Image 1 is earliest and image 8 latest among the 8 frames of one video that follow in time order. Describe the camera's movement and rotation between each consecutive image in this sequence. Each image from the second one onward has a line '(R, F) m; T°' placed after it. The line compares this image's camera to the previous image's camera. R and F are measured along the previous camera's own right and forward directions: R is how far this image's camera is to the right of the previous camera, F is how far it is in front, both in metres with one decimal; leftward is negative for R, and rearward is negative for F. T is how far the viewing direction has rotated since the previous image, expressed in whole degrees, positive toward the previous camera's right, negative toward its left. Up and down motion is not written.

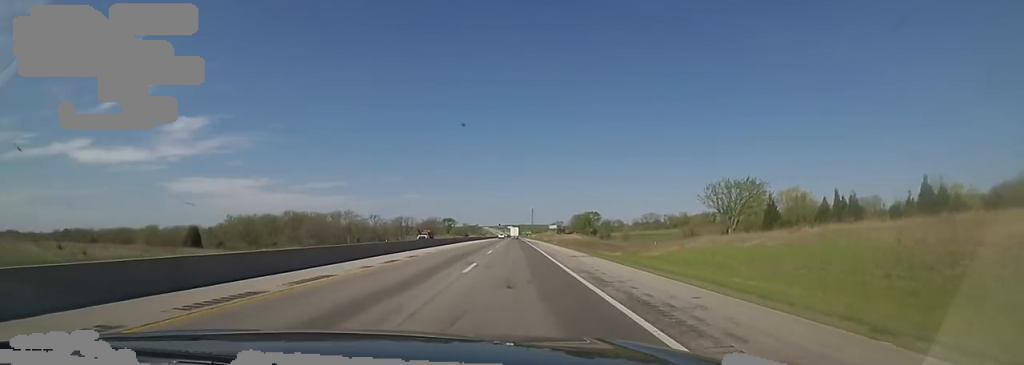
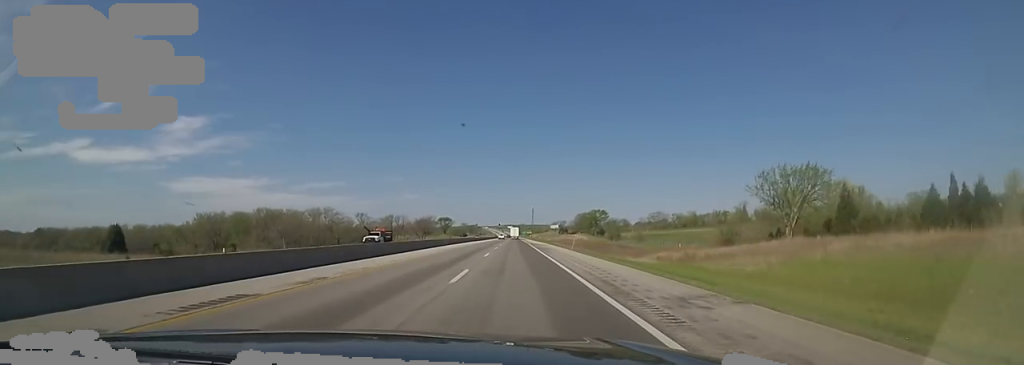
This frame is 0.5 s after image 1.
(0.0, +18.7) m; 0°
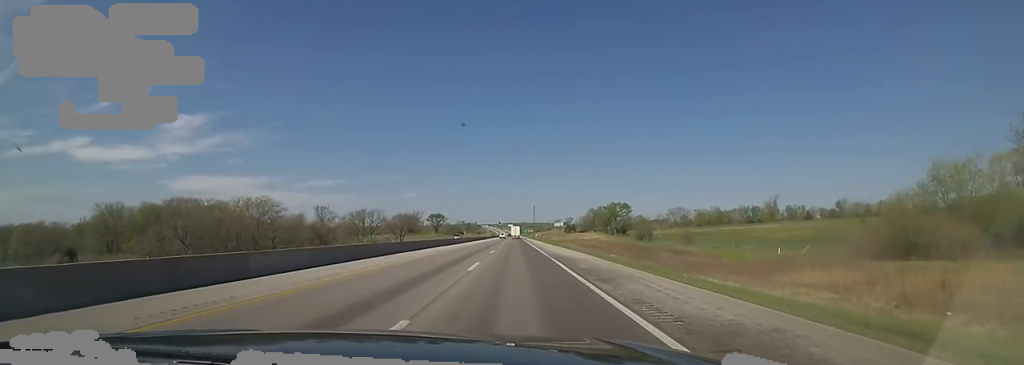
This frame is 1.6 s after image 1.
(+0.4, +41.3) m; 0°
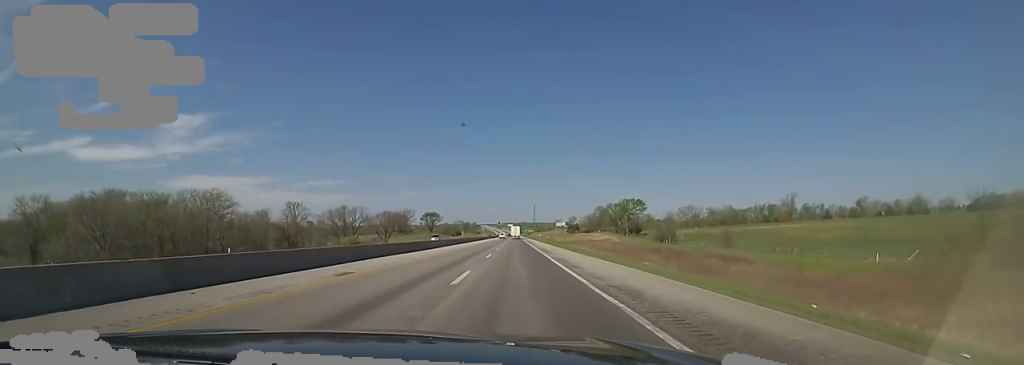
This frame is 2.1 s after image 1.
(0.0, +20.1) m; 0°
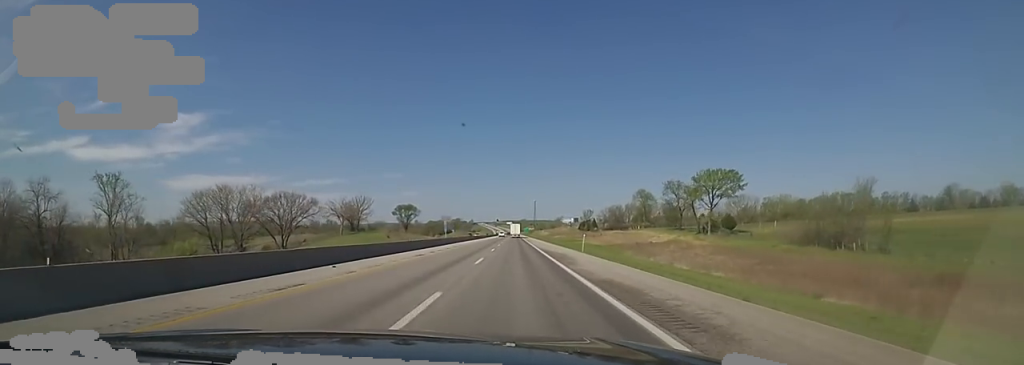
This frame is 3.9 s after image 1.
(0.0, +67.8) m; 0°
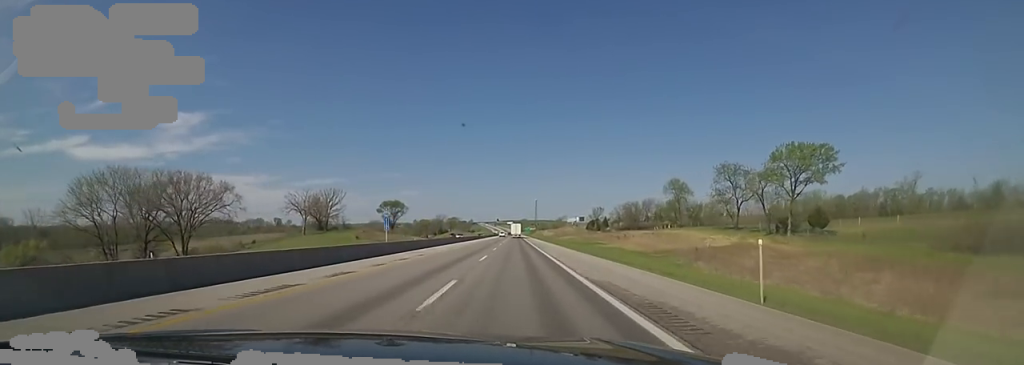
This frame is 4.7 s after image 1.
(-0.1, +27.4) m; 0°
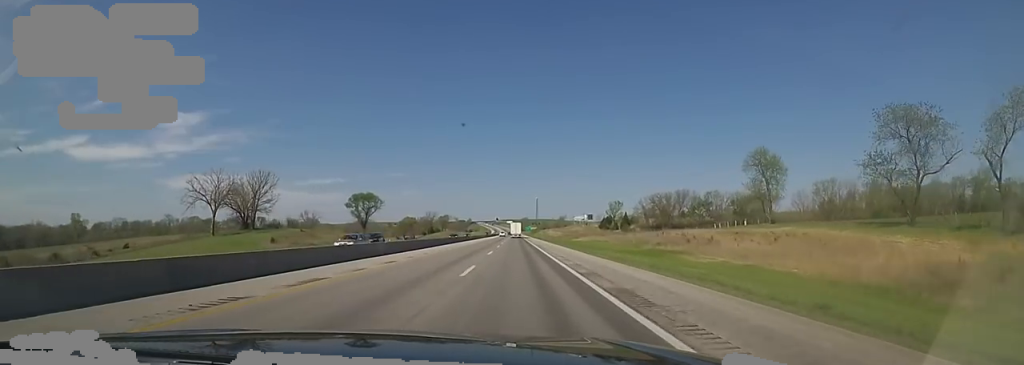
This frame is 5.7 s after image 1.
(0.0, +38.7) m; 0°
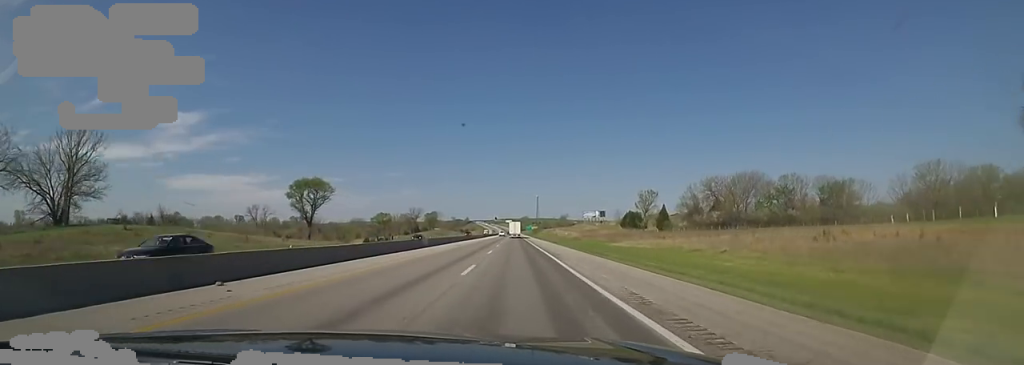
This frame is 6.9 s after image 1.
(+0.3, +45.3) m; 0°
